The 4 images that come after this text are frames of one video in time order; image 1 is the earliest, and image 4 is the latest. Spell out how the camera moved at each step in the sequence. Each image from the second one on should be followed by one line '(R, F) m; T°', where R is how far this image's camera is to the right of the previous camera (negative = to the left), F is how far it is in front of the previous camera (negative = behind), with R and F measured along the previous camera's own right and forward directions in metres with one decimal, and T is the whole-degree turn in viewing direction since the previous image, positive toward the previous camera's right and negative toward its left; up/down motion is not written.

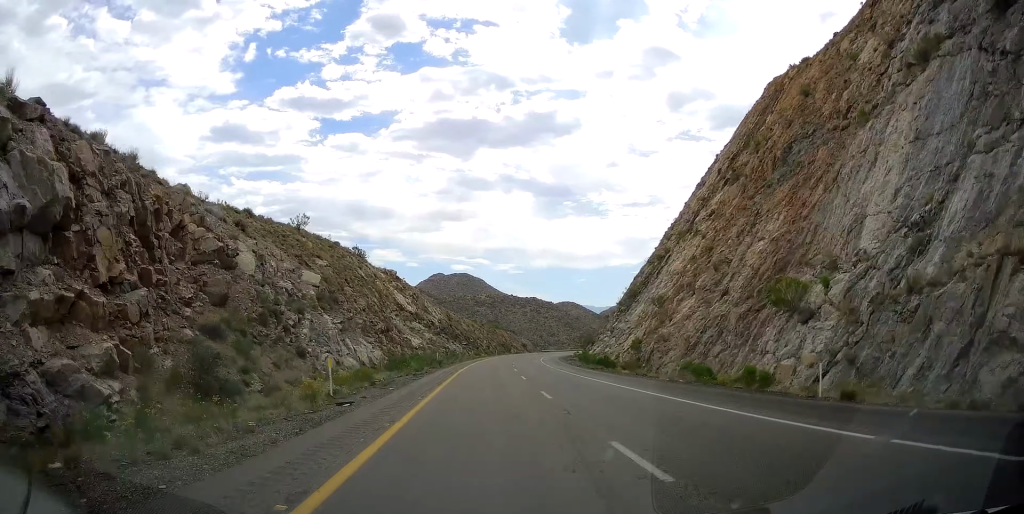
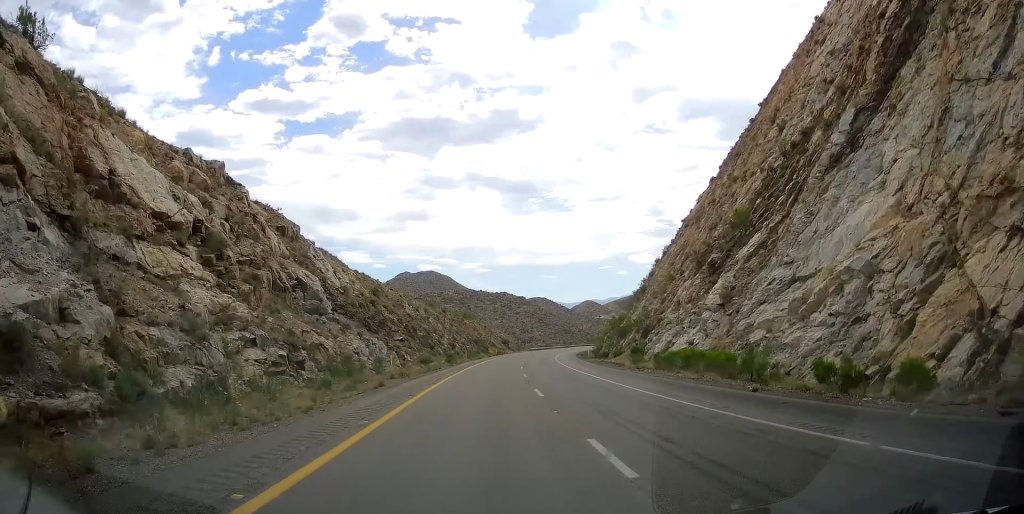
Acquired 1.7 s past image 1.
(+0.6, +60.8) m; +2°
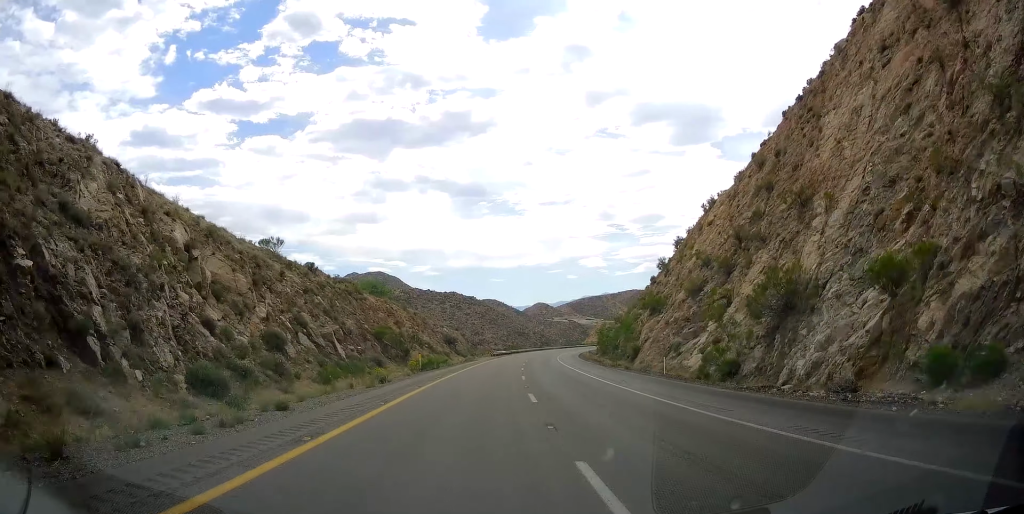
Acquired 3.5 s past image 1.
(+2.1, +63.1) m; +4°
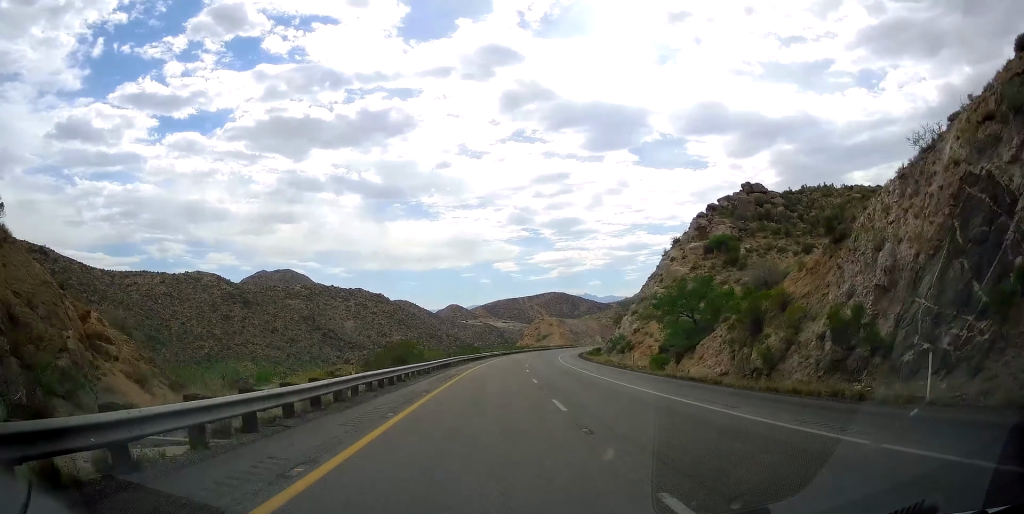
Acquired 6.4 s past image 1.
(+6.5, +98.9) m; +8°
